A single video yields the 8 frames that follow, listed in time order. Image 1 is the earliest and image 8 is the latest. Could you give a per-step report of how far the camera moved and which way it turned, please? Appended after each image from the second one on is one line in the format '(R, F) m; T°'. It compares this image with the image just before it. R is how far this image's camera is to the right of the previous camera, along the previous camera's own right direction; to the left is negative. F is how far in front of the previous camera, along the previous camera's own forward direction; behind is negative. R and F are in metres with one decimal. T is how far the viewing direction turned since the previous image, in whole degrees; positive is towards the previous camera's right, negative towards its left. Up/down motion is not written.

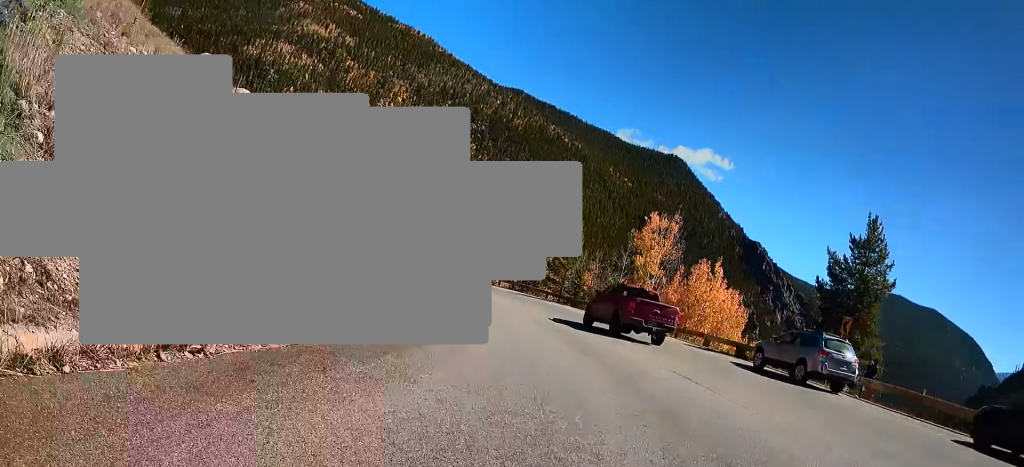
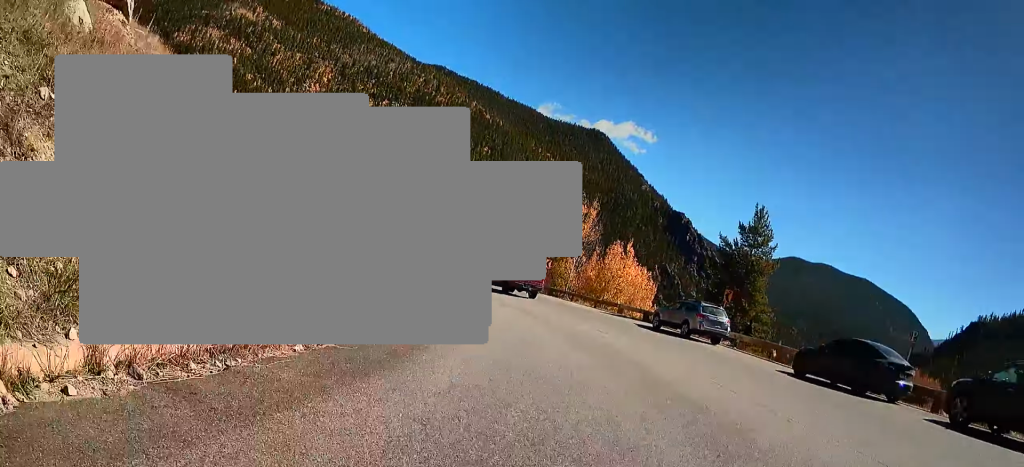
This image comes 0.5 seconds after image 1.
(+0.8, +4.3) m; +10°
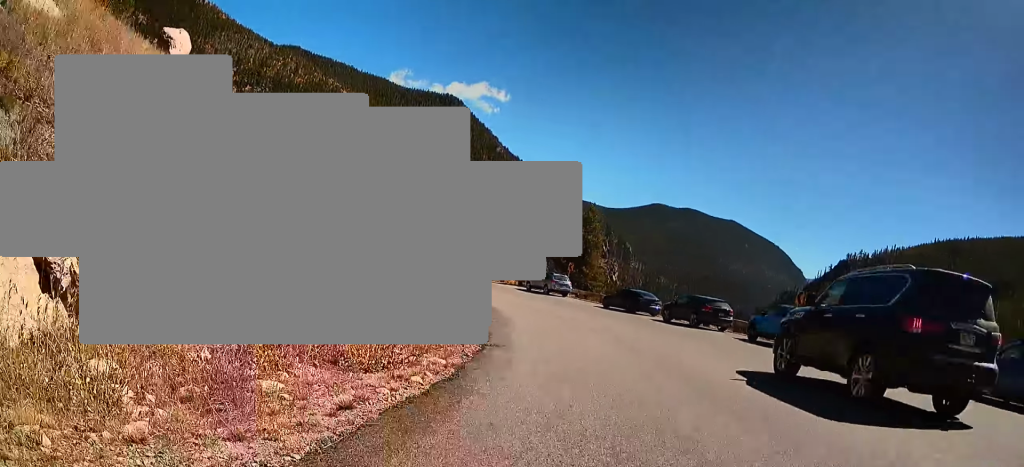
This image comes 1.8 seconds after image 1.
(+1.7, +10.7) m; +11°
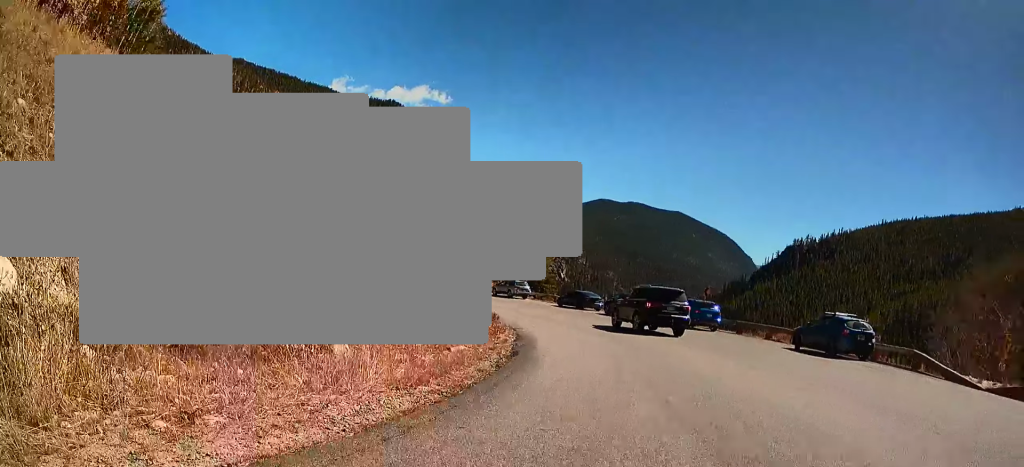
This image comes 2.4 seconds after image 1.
(0.0, +5.1) m; 0°
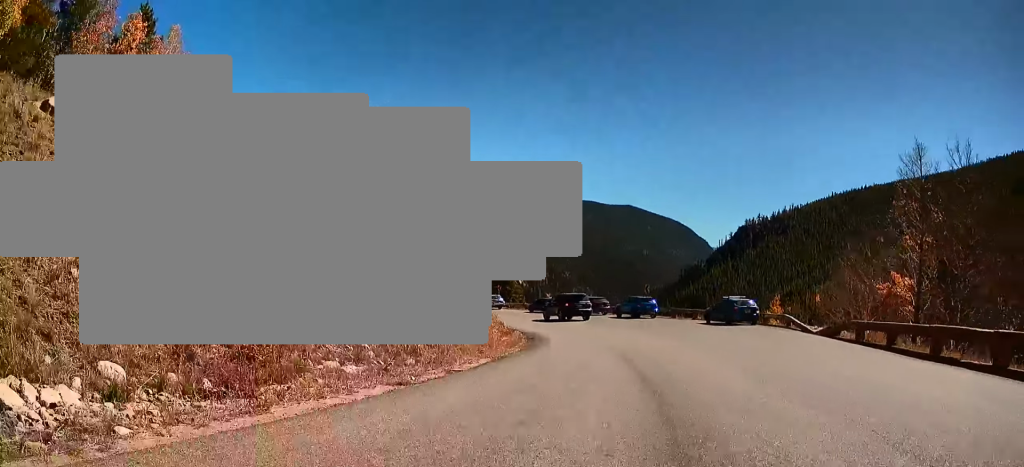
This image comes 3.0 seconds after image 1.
(0.0, +5.1) m; 0°
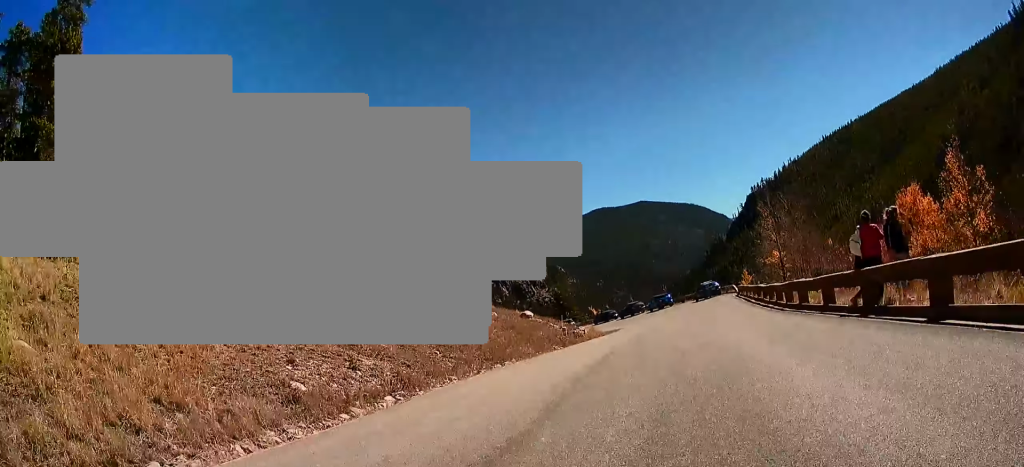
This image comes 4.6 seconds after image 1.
(0.0, +13.9) m; 0°
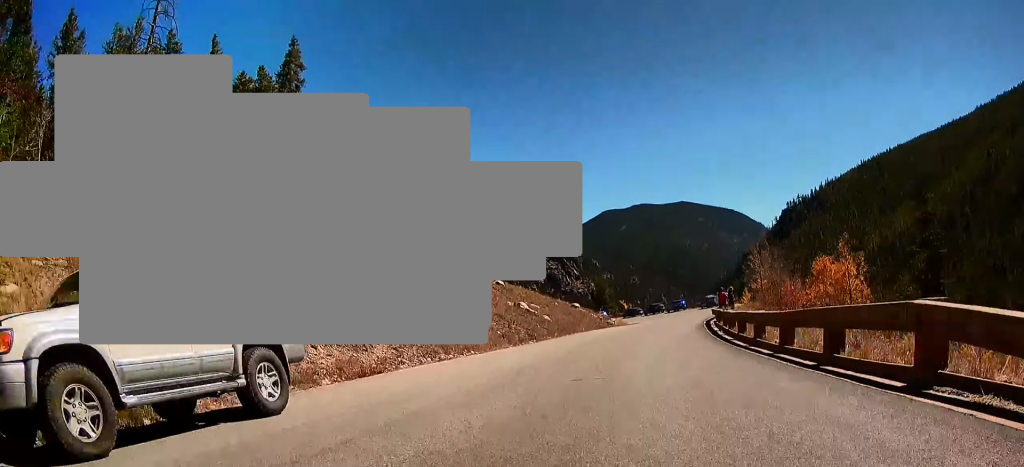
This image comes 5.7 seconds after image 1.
(0.0, +10.0) m; 0°
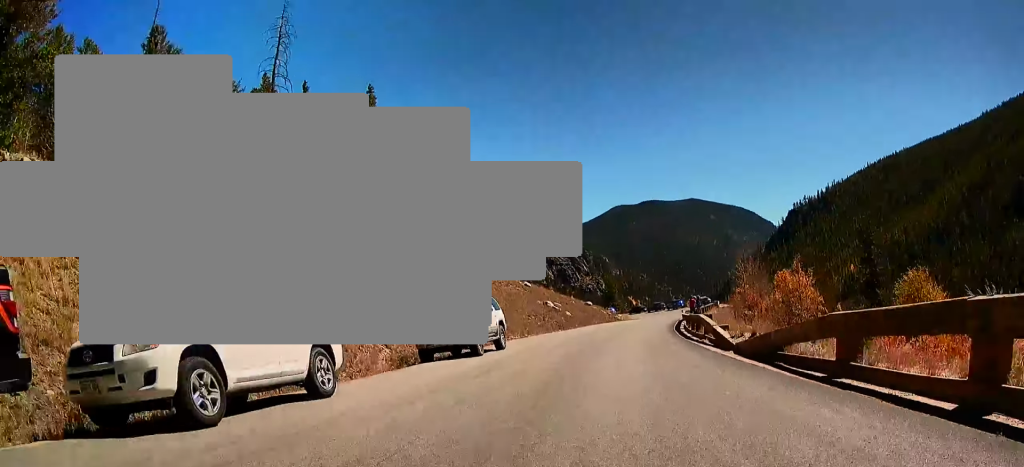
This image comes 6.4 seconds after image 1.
(0.0, +7.6) m; 0°
